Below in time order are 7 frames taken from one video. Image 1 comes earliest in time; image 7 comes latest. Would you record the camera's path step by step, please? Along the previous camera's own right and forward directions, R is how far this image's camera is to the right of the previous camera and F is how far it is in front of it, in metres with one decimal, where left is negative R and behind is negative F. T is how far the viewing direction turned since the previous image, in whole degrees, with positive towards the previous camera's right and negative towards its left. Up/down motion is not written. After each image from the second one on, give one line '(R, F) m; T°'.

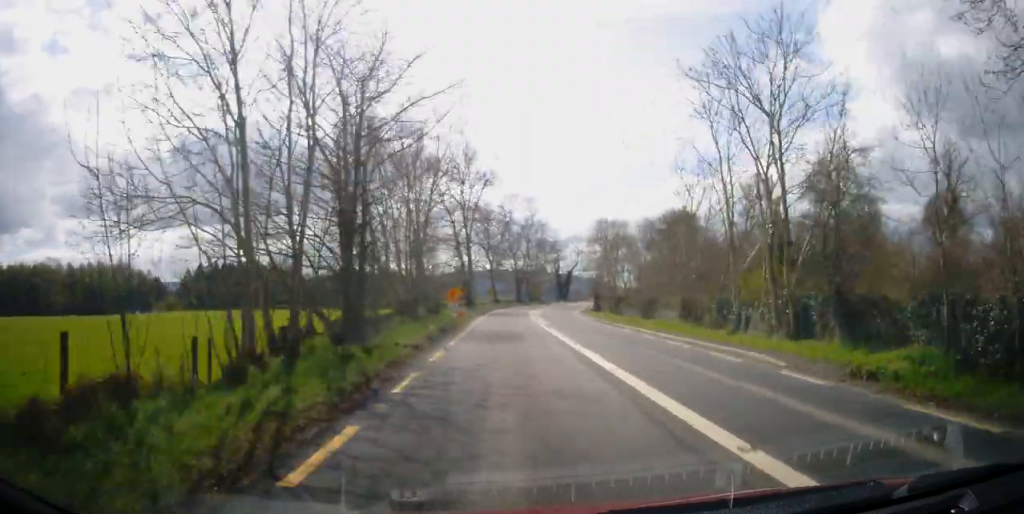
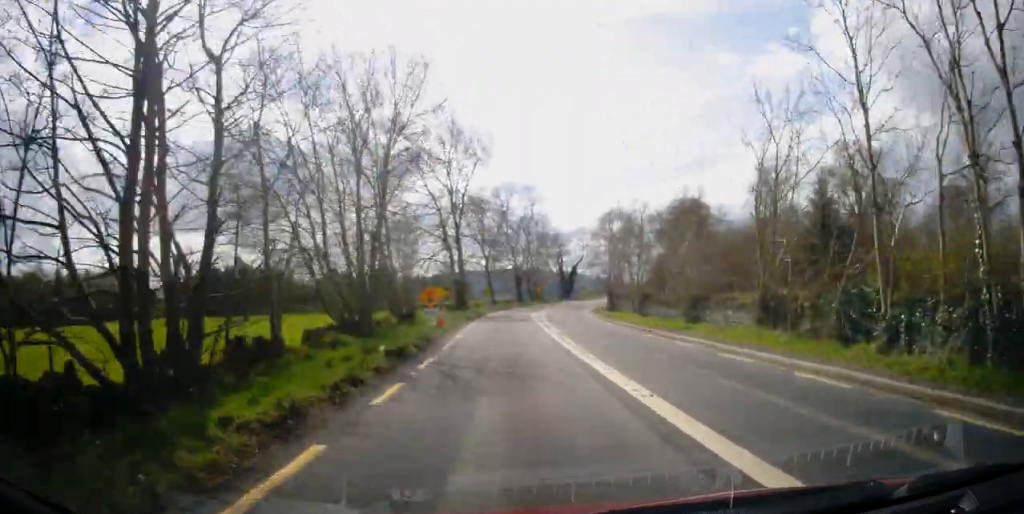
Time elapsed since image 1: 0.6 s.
(+0.4, +8.4) m; -2°
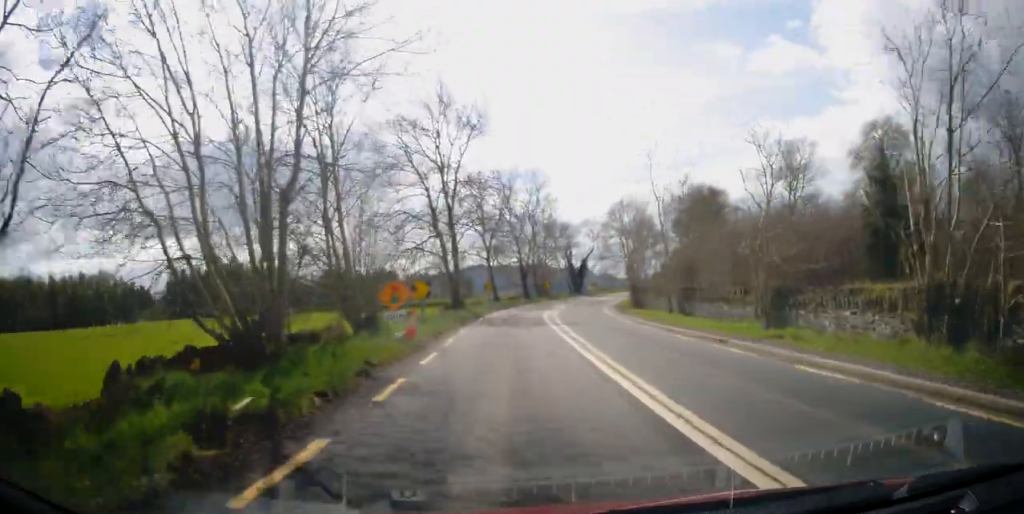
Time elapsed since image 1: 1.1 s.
(-0.9, +6.4) m; +3°
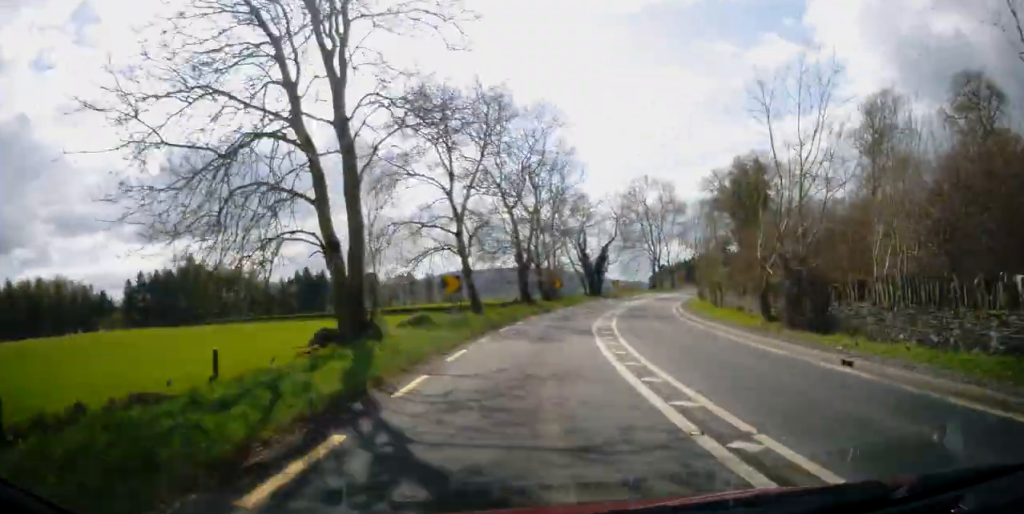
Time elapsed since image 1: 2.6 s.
(+2.8, +24.5) m; +9°
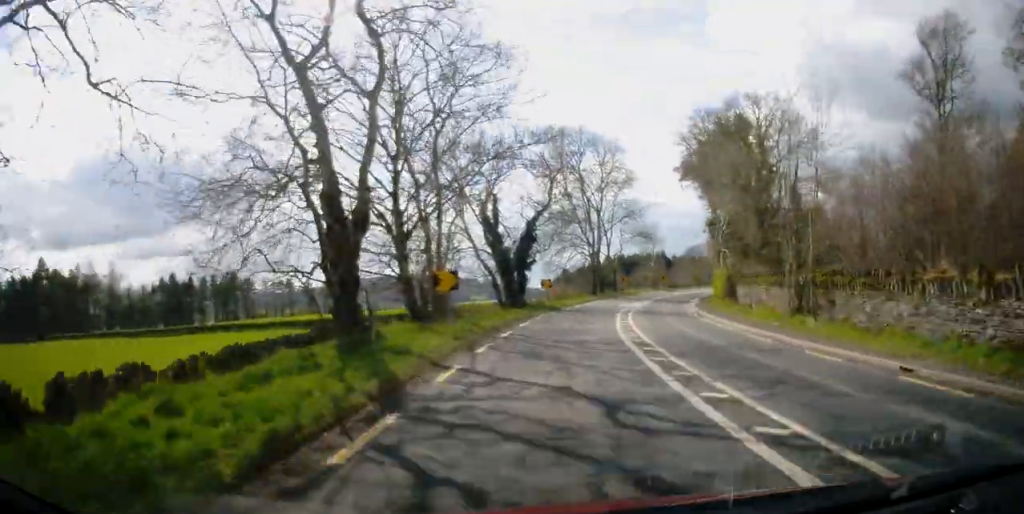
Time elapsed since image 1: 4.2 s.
(+0.2, +29.3) m; +7°
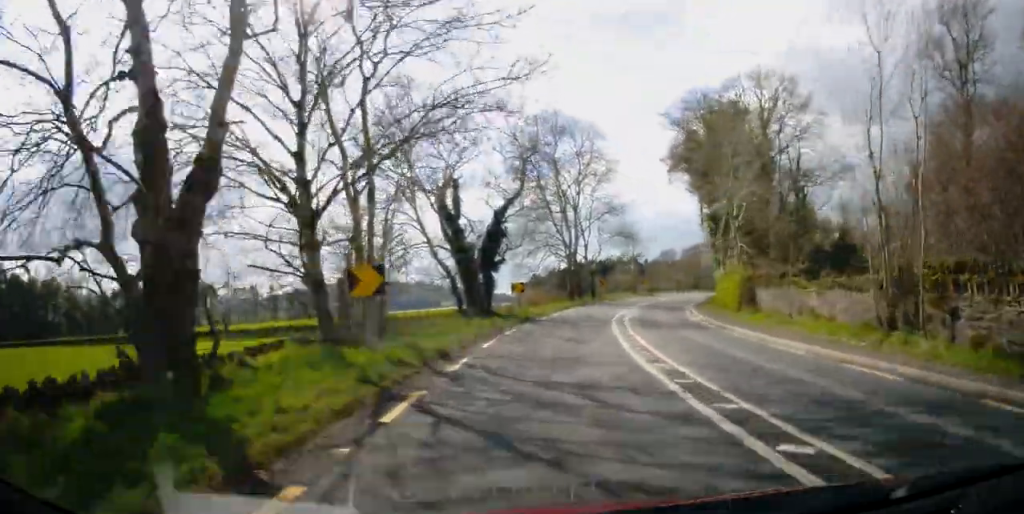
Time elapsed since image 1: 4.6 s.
(+0.1, +7.0) m; +3°
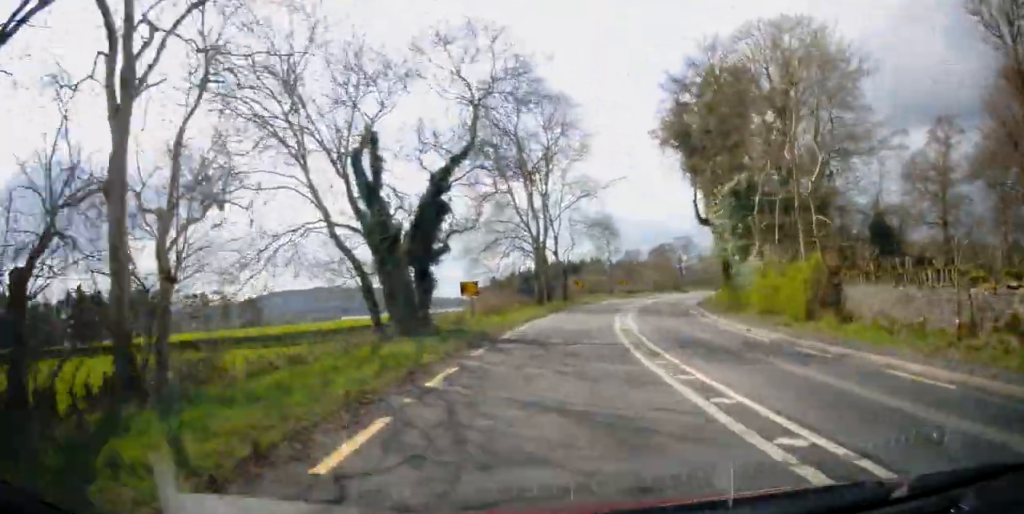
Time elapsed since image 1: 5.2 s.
(+0.6, +10.5) m; +4°
